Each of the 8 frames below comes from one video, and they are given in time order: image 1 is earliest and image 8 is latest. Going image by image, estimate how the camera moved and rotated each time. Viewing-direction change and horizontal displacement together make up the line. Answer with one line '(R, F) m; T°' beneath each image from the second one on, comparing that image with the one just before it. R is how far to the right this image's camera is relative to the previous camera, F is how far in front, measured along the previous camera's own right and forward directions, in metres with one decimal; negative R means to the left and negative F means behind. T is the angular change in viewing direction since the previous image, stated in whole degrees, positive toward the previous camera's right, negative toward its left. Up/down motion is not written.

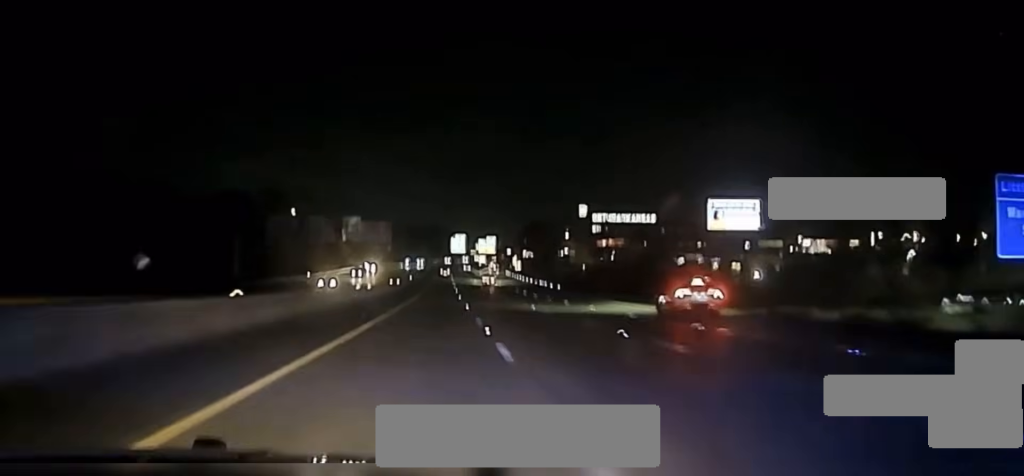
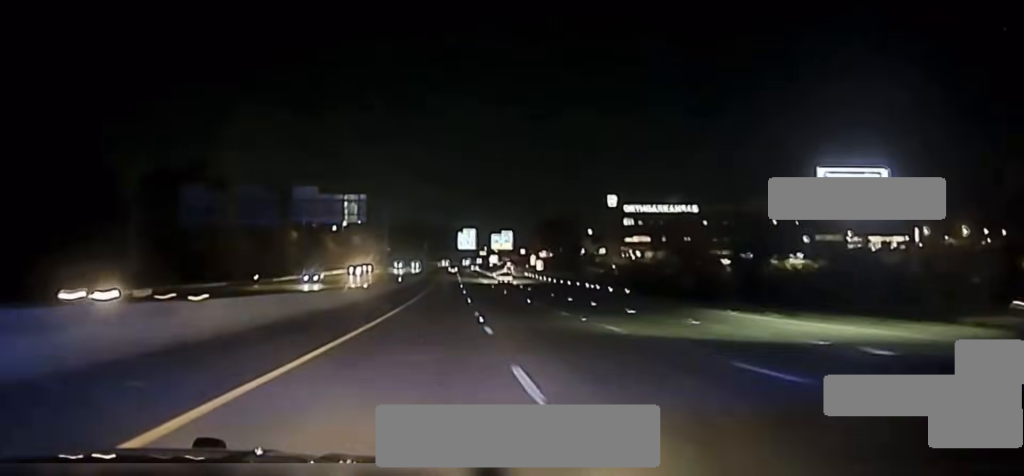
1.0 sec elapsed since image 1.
(0.0, +42.6) m; 0°
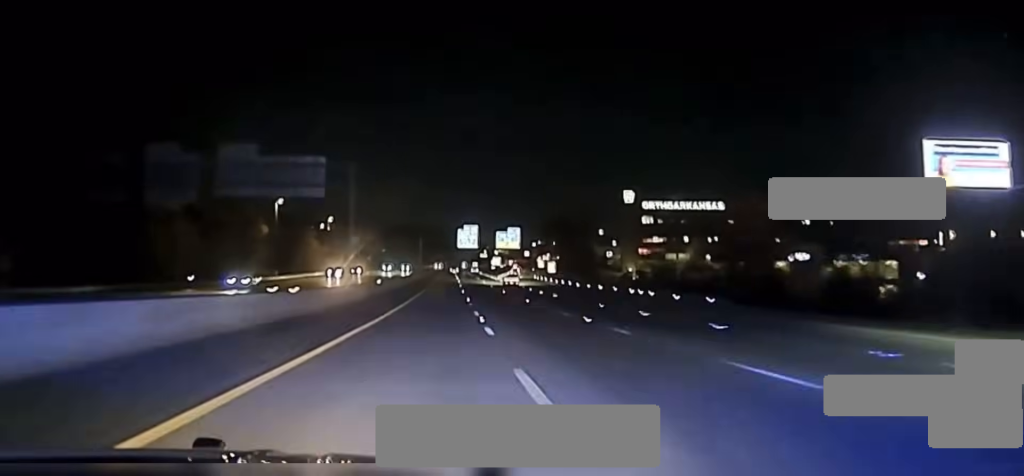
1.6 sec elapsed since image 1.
(0.0, +26.1) m; 0°
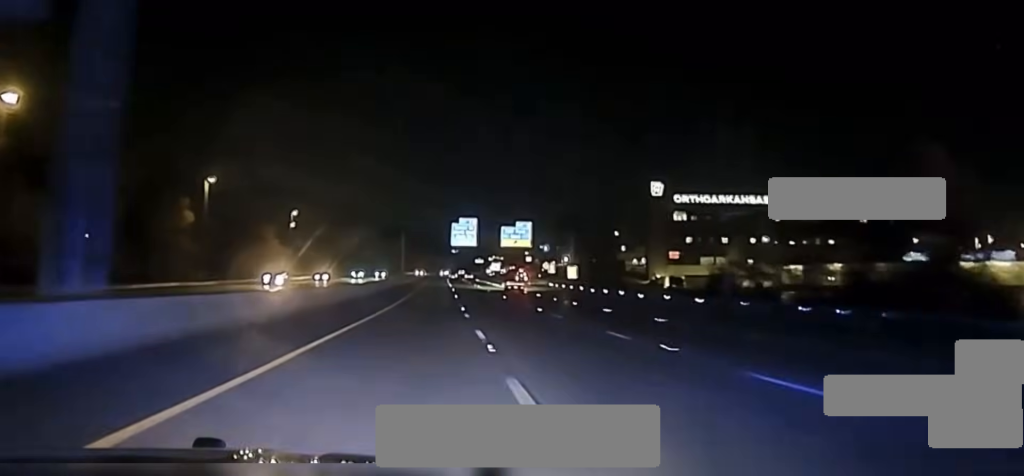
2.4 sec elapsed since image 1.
(0.0, +38.7) m; 0°
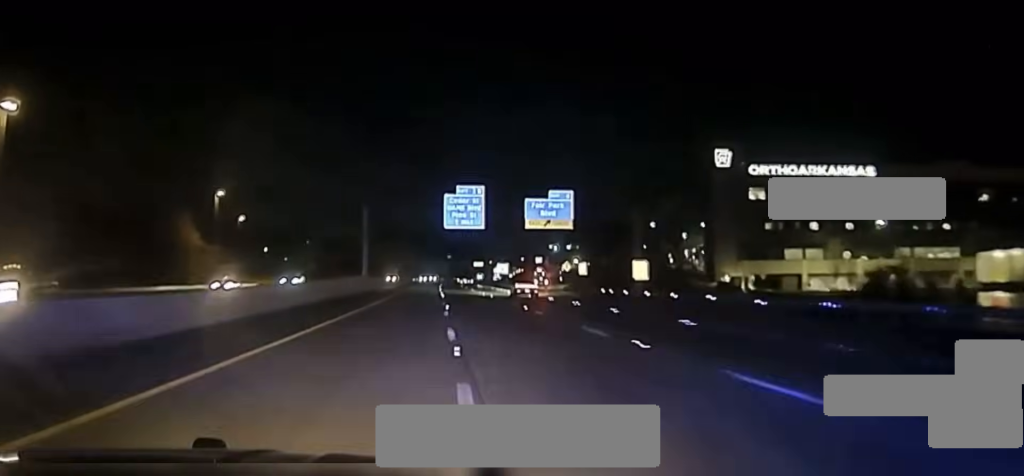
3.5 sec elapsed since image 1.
(+0.4, +50.3) m; 0°
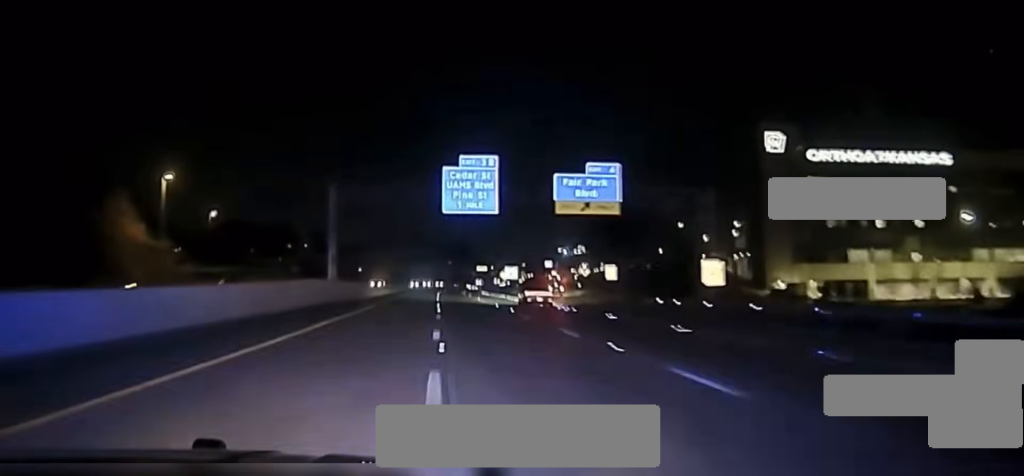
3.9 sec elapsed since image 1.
(+0.2, +22.1) m; 0°
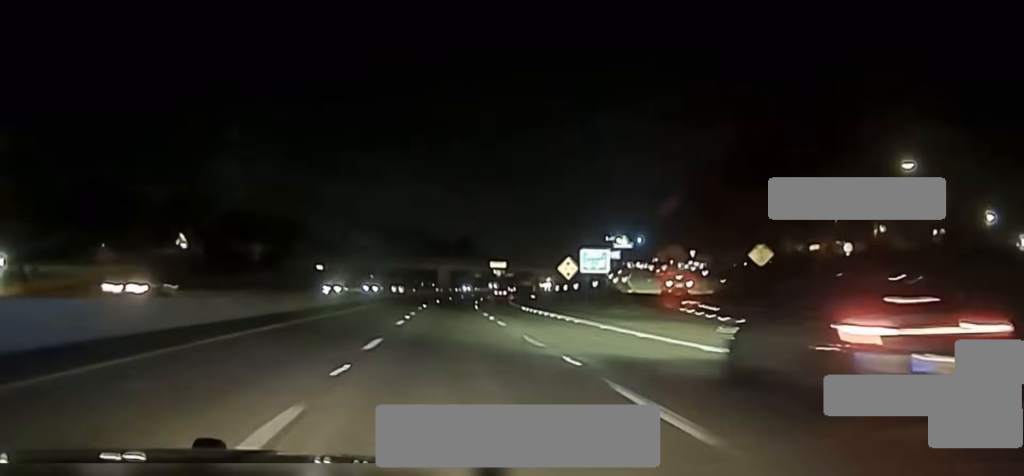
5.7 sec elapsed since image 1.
(-0.8, +89.2) m; +1°
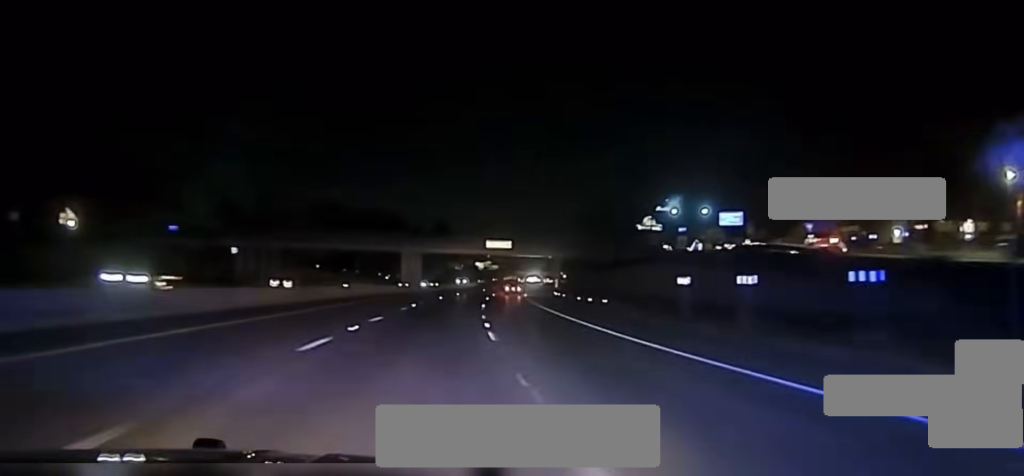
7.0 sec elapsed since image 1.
(+1.3, +63.3) m; +2°
